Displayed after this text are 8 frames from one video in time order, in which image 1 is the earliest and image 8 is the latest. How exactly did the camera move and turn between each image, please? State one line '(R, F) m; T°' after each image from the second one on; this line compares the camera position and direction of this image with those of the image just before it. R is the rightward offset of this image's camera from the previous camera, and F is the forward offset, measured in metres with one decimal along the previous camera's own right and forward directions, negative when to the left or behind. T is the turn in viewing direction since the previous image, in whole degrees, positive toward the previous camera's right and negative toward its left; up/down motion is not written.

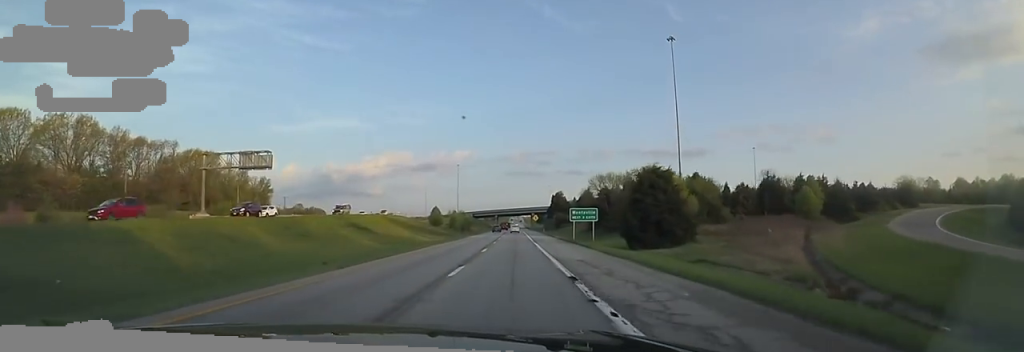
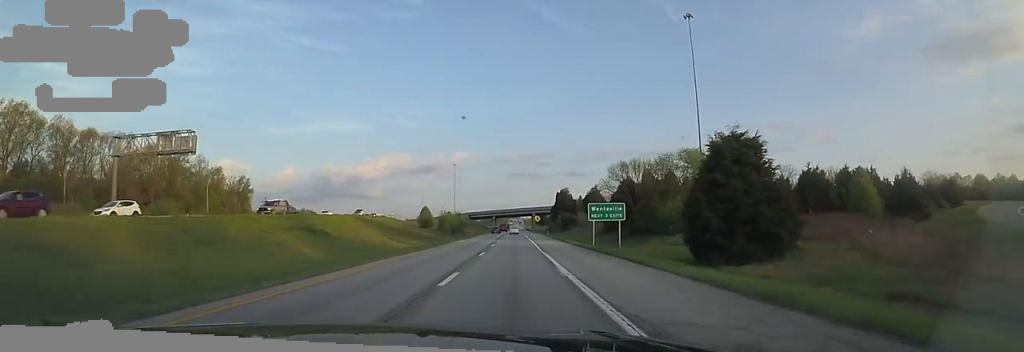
(+0.5, +14.1) m; 0°
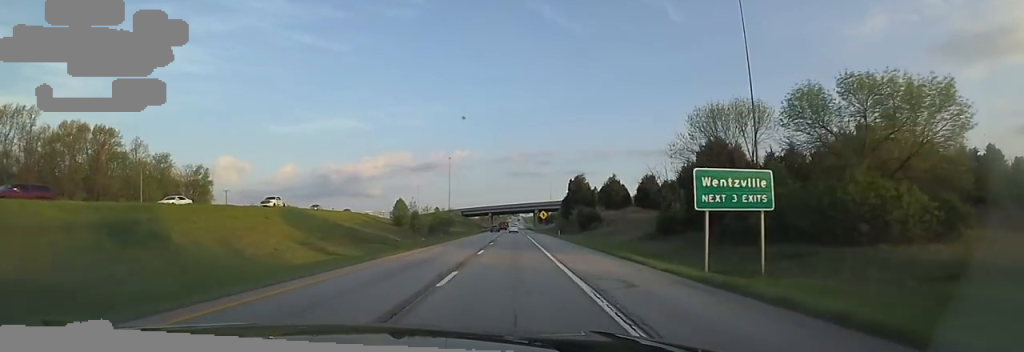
(+0.4, +24.5) m; 0°
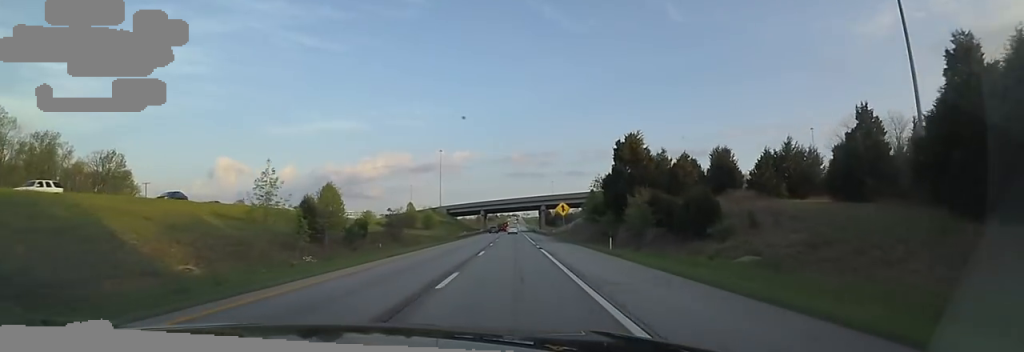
(-0.3, +36.9) m; 0°
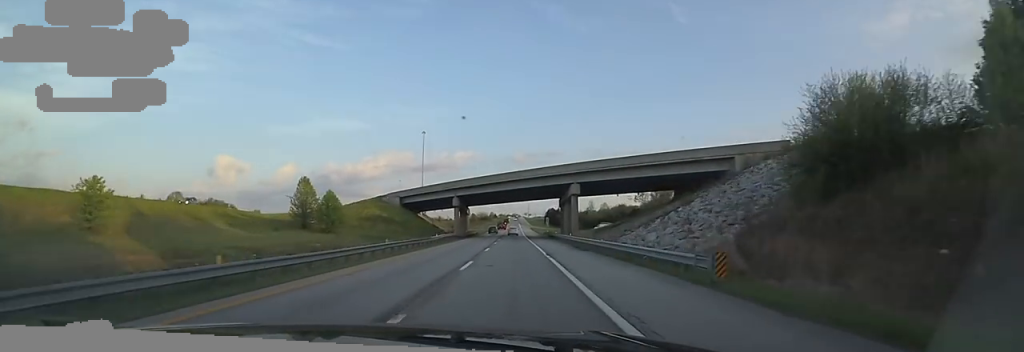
(-0.5, +57.8) m; -1°
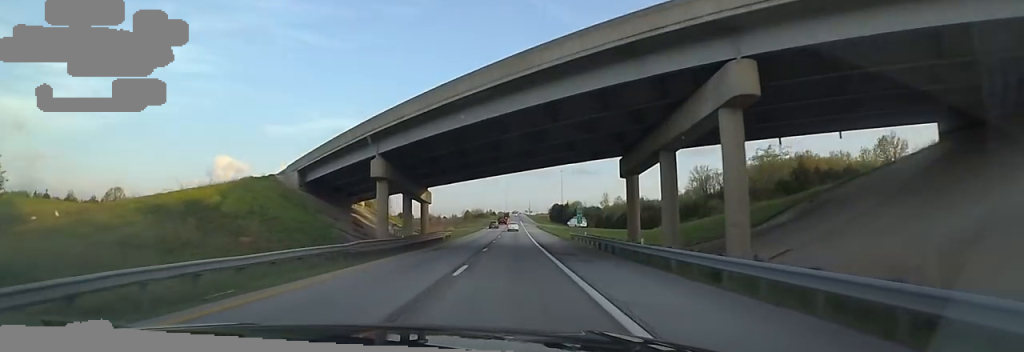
(+0.7, +38.9) m; +2°
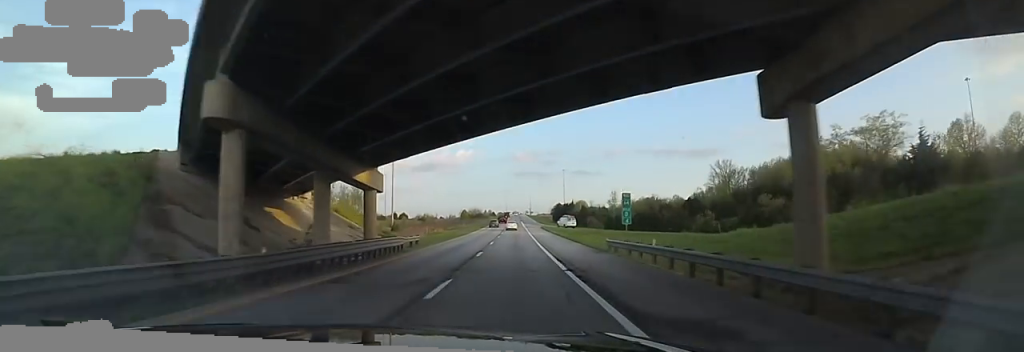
(+0.3, +16.6) m; 0°
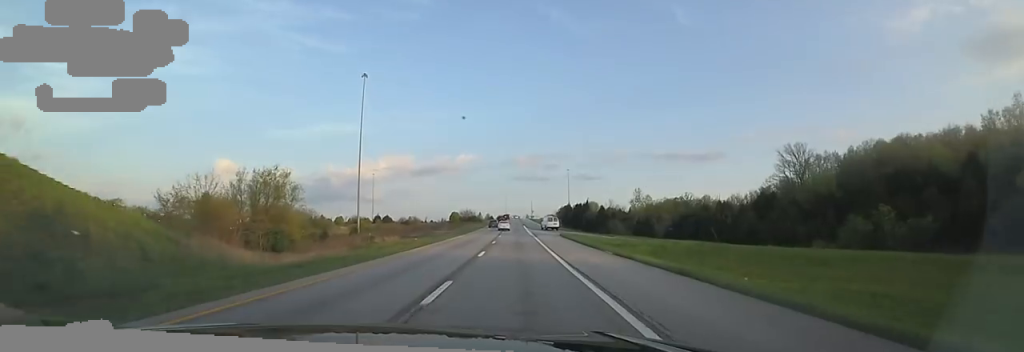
(-0.5, +36.8) m; -2°
